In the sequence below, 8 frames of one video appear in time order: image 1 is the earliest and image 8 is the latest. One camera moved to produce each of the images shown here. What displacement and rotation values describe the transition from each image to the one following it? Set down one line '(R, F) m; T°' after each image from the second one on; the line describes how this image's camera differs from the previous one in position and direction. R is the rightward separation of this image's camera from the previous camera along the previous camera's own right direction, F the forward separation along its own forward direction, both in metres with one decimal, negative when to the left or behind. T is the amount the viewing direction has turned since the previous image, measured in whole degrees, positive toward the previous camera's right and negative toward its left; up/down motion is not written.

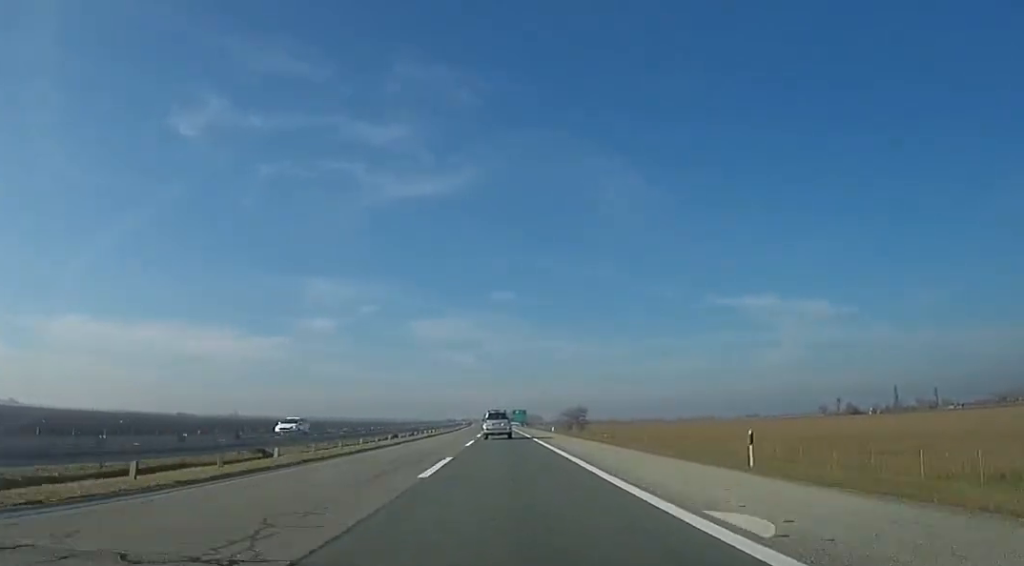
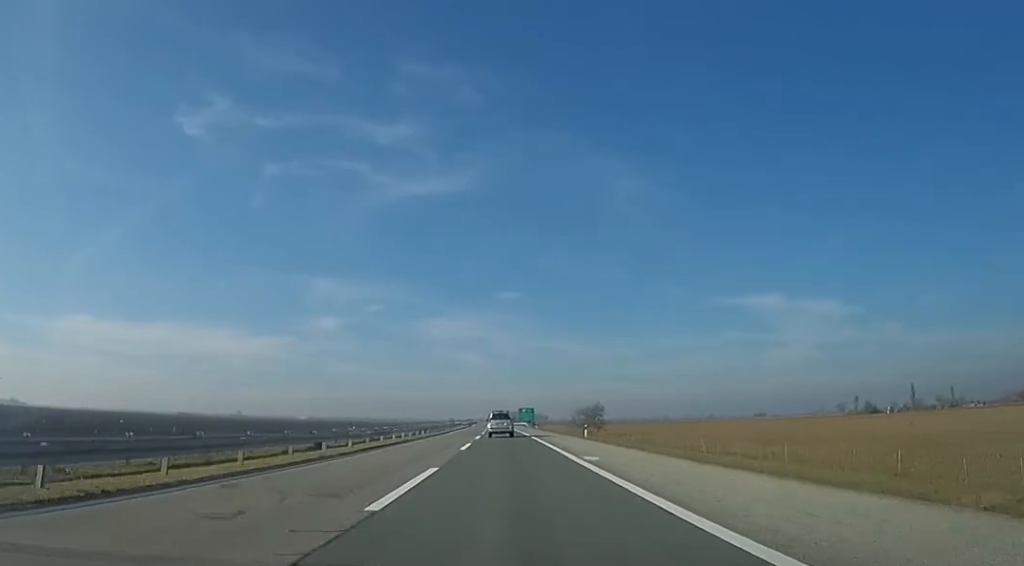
(0.0, +22.9) m; 0°
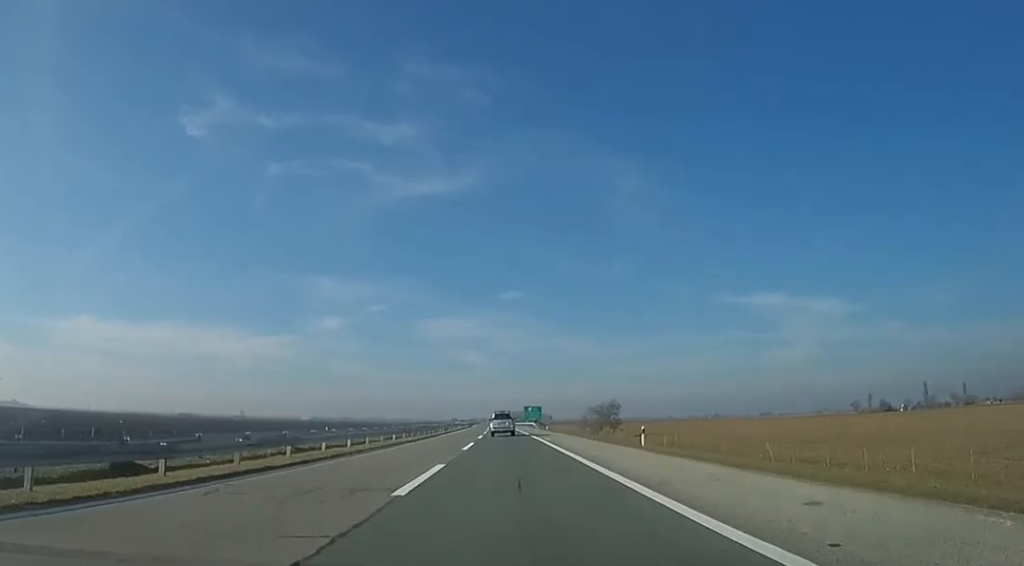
(0.0, +16.3) m; 0°
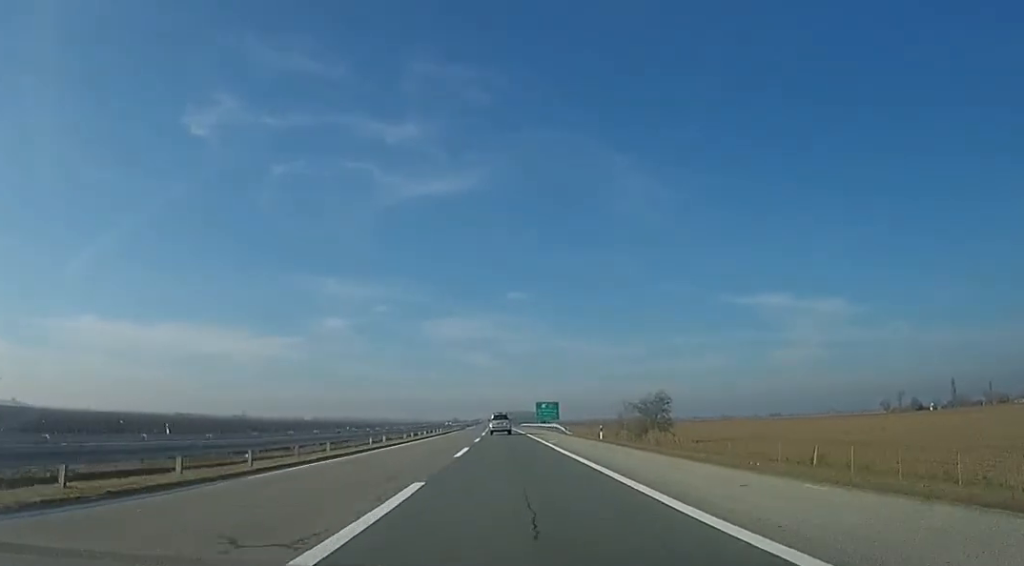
(0.0, +39.0) m; -2°
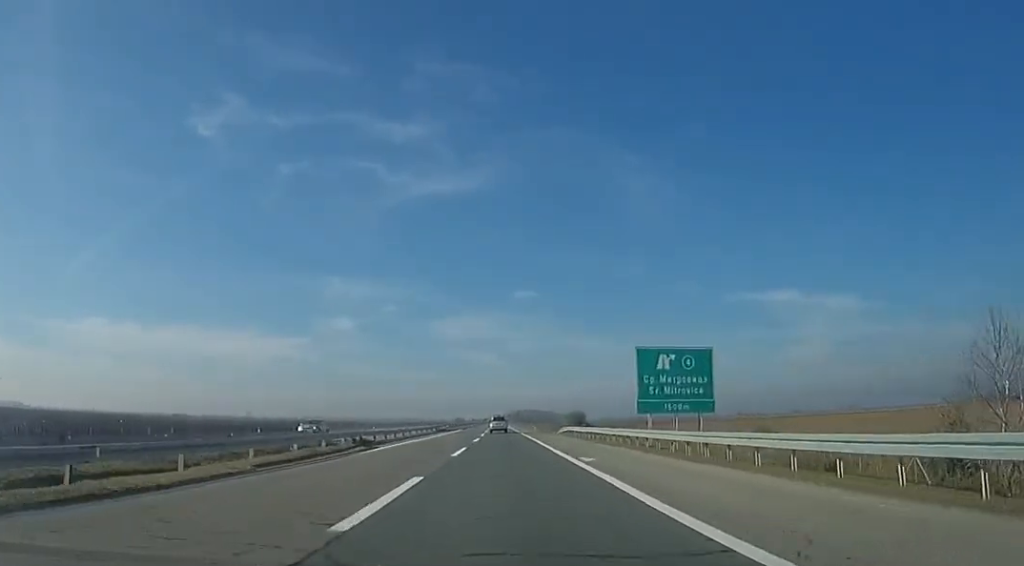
(-0.3, +83.8) m; +1°
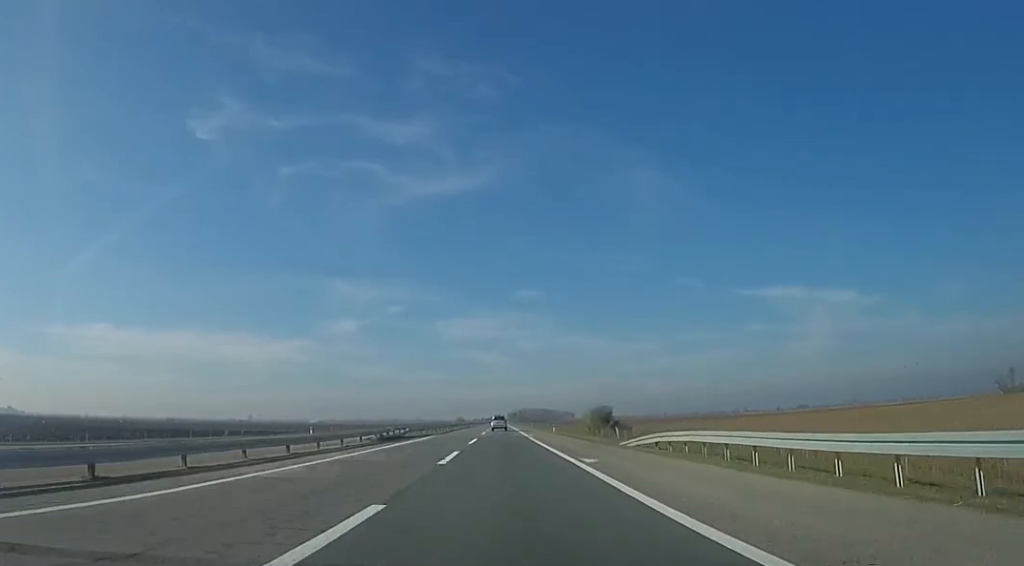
(-0.7, +36.0) m; -2°
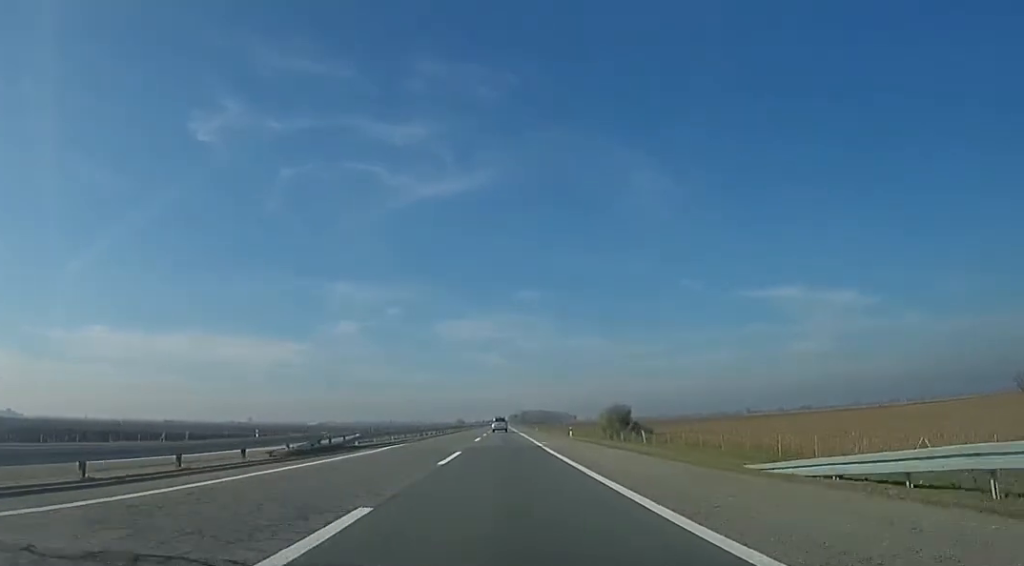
(-0.8, +16.4) m; 0°
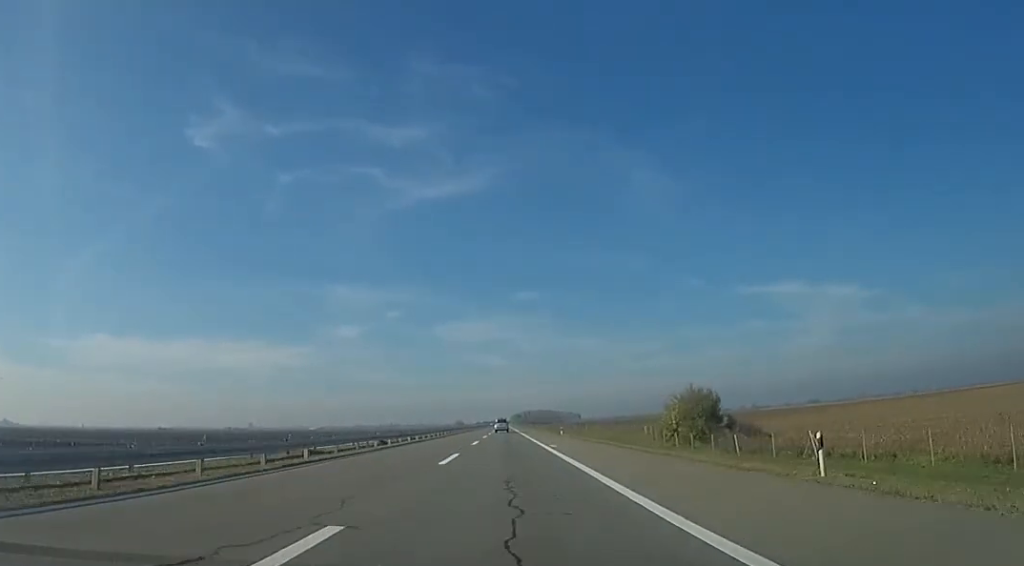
(+1.1, +41.4) m; 0°
